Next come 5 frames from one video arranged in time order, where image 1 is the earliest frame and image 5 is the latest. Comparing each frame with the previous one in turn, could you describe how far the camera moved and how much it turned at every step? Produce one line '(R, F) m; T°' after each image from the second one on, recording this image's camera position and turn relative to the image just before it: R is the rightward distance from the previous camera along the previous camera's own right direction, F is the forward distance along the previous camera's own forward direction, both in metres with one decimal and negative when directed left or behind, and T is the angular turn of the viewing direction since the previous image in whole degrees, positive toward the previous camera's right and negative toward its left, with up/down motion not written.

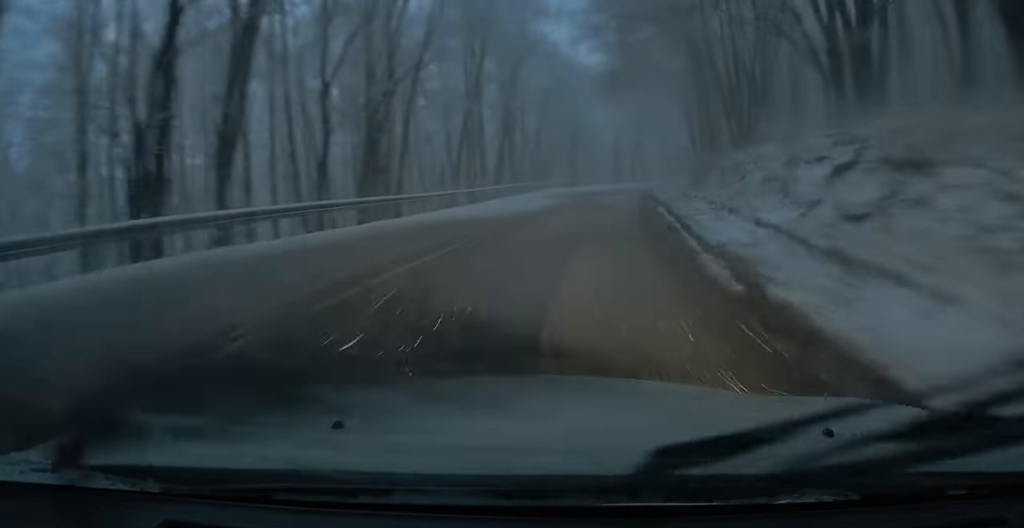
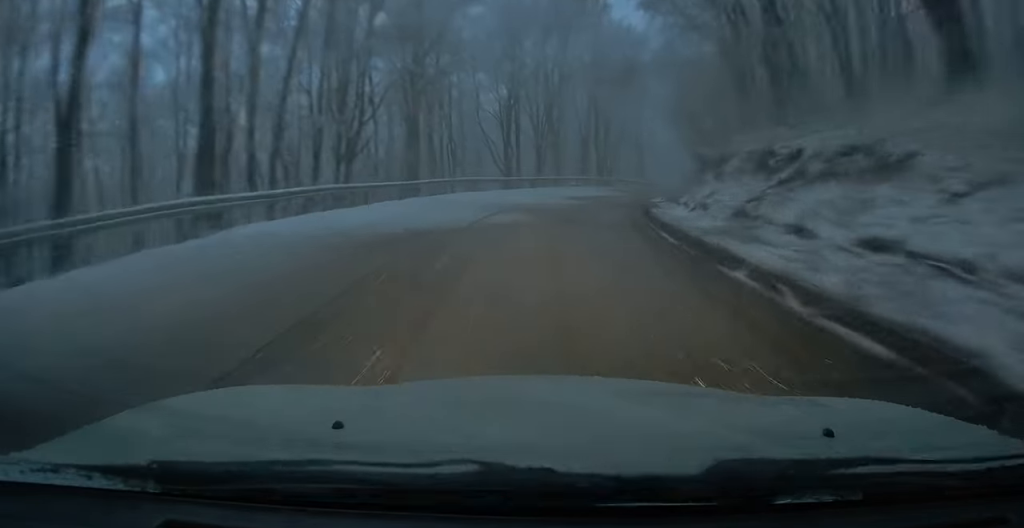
(+7.1, +41.1) m; +17°
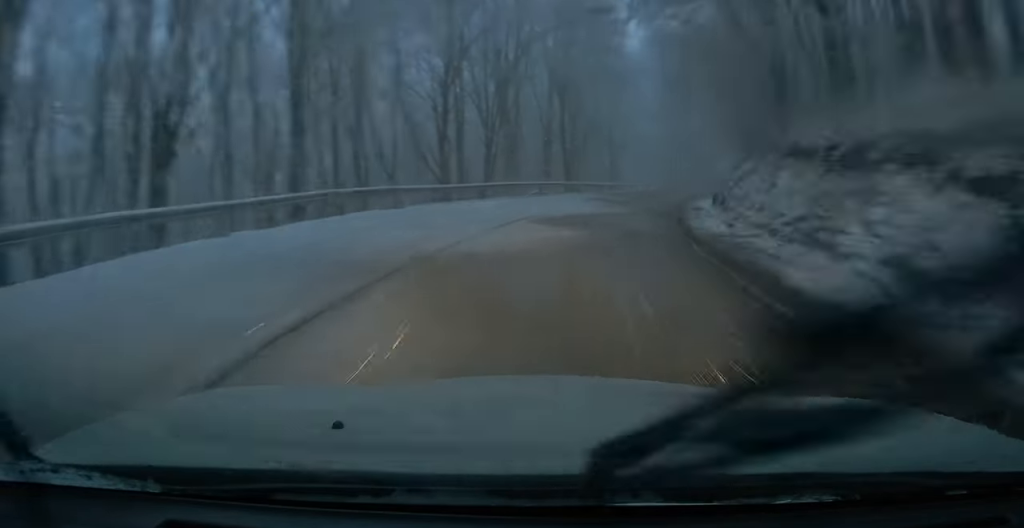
(+0.6, +13.5) m; +6°
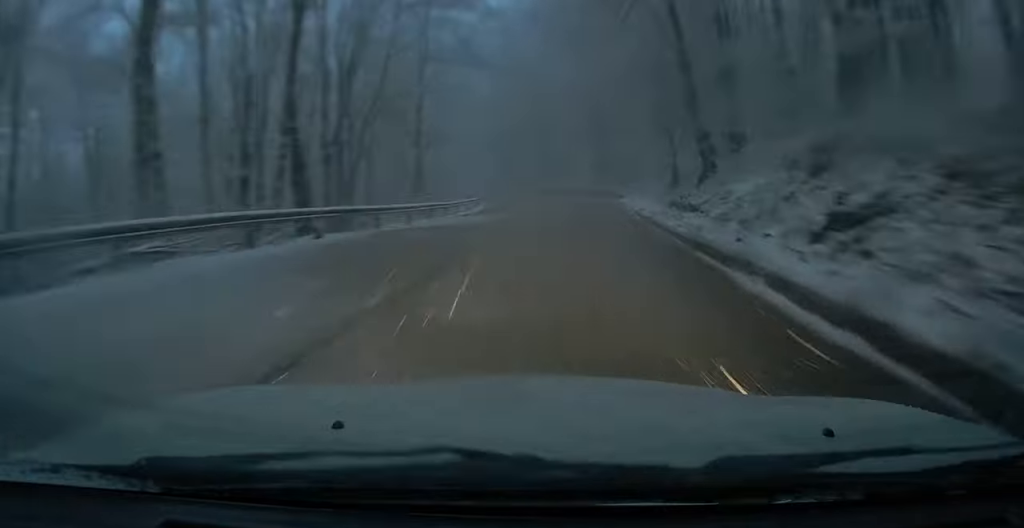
(+2.6, +27.3) m; +12°
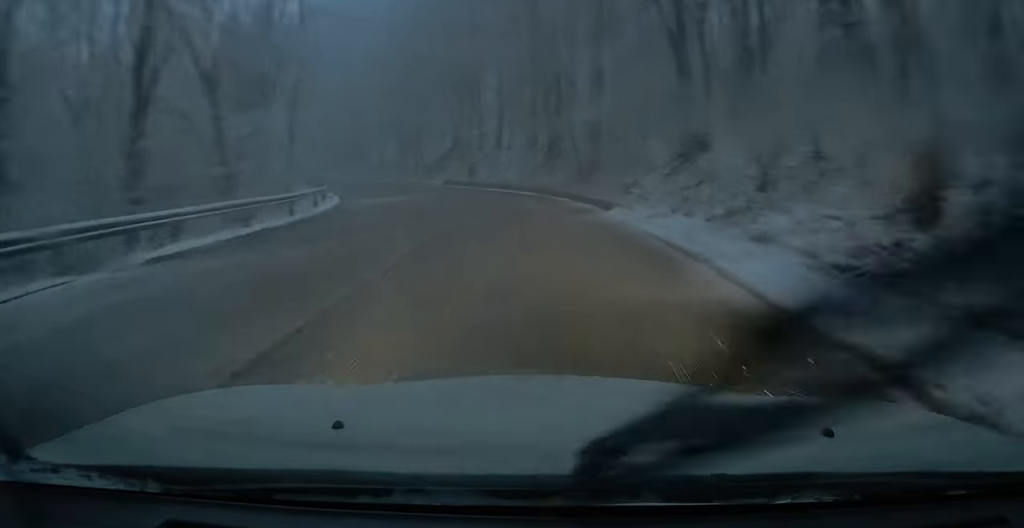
(+1.7, +23.6) m; +4°
